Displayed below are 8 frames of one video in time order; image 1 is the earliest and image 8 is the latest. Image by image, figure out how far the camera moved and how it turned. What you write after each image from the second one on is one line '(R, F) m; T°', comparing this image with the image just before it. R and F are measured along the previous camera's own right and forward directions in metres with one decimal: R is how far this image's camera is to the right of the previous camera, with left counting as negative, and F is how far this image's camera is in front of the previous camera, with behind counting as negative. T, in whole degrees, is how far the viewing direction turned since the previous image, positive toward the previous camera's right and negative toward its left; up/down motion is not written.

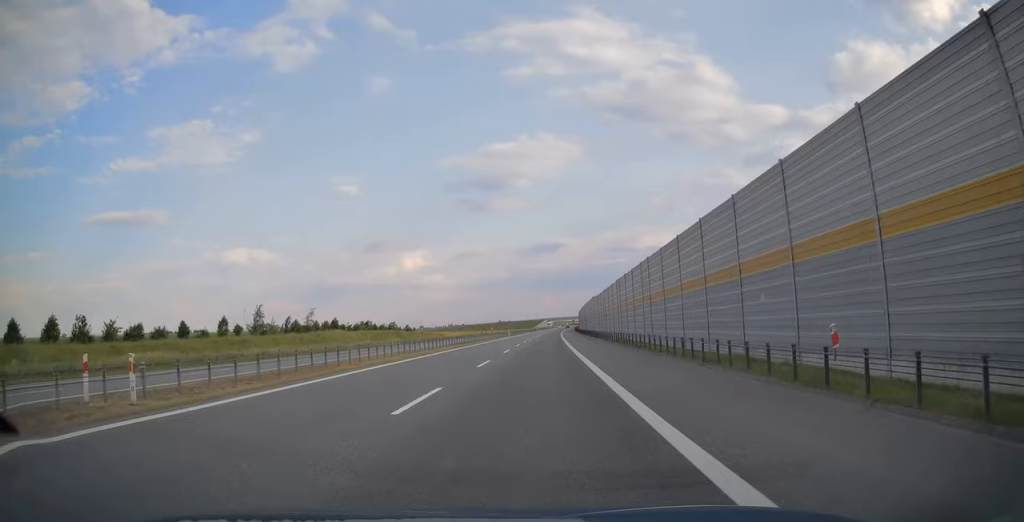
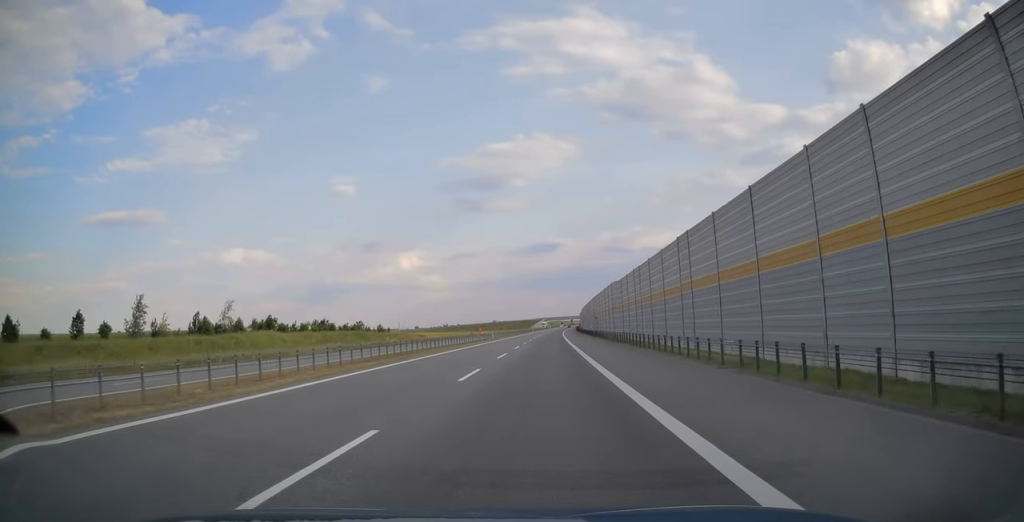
(+0.1, +29.9) m; 0°
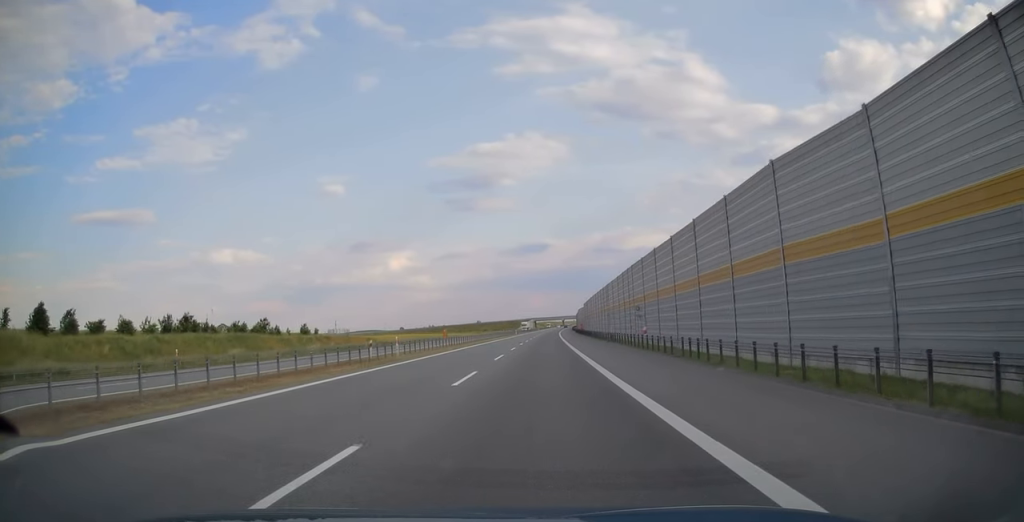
(+0.2, +49.1) m; +1°
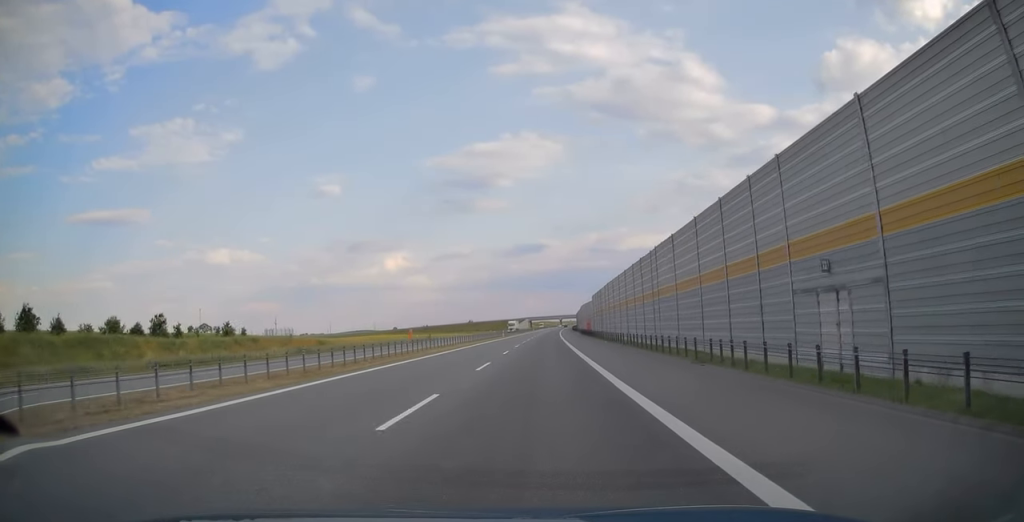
(0.0, +30.5) m; 0°
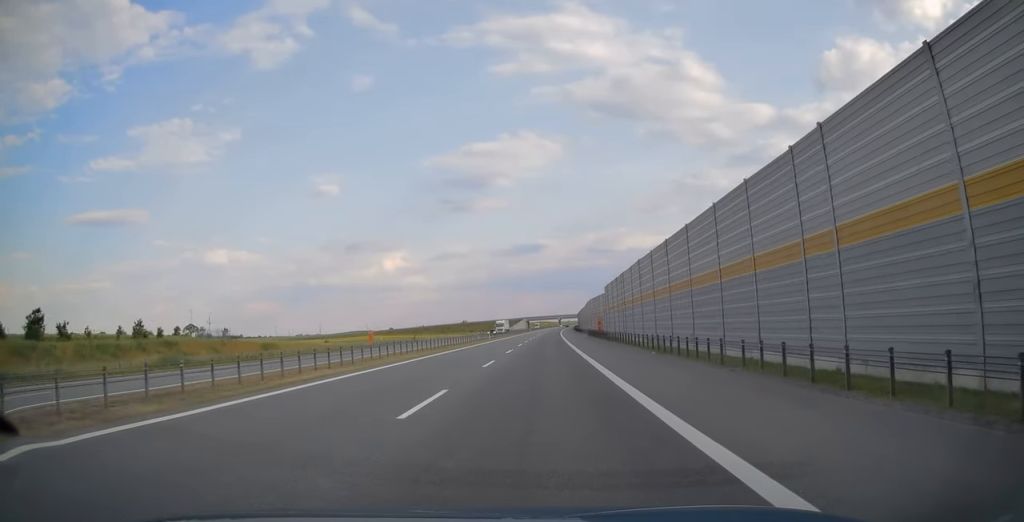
(+0.2, +22.9) m; 0°
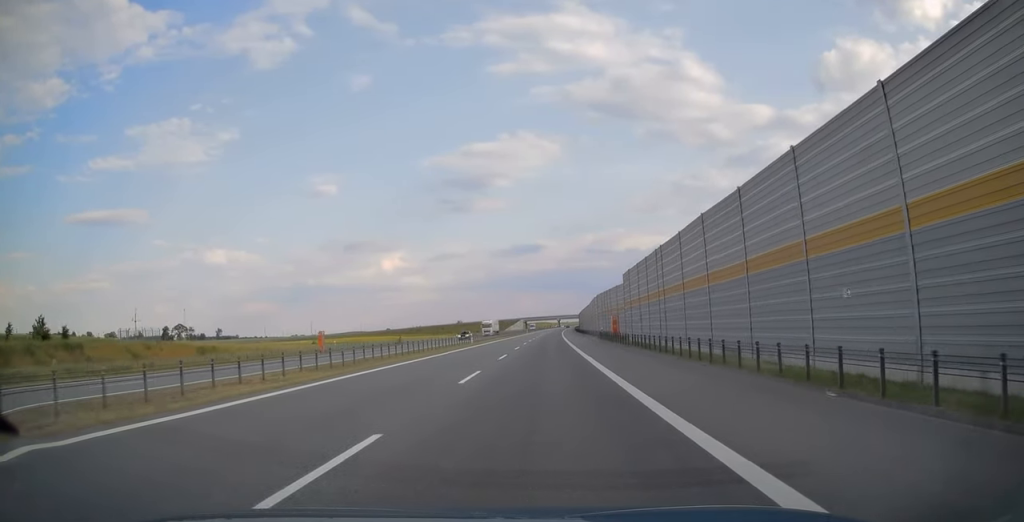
(+0.1, +18.0) m; 0°
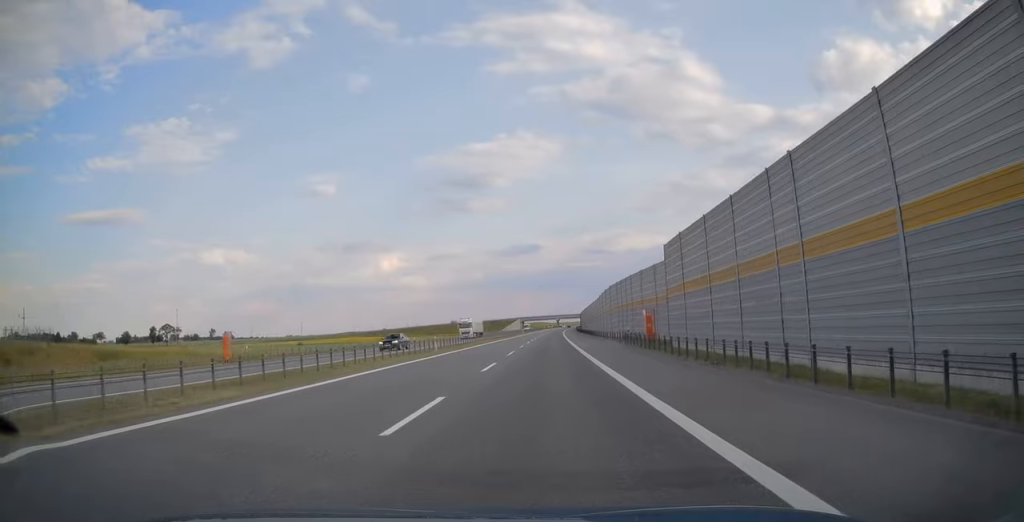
(0.0, +19.6) m; 0°
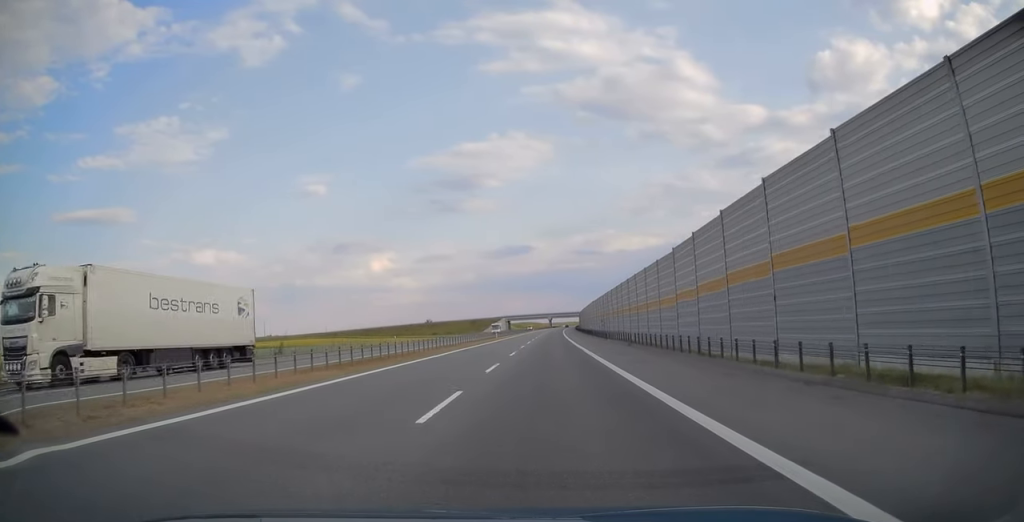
(+0.5, +57.8) m; +1°
